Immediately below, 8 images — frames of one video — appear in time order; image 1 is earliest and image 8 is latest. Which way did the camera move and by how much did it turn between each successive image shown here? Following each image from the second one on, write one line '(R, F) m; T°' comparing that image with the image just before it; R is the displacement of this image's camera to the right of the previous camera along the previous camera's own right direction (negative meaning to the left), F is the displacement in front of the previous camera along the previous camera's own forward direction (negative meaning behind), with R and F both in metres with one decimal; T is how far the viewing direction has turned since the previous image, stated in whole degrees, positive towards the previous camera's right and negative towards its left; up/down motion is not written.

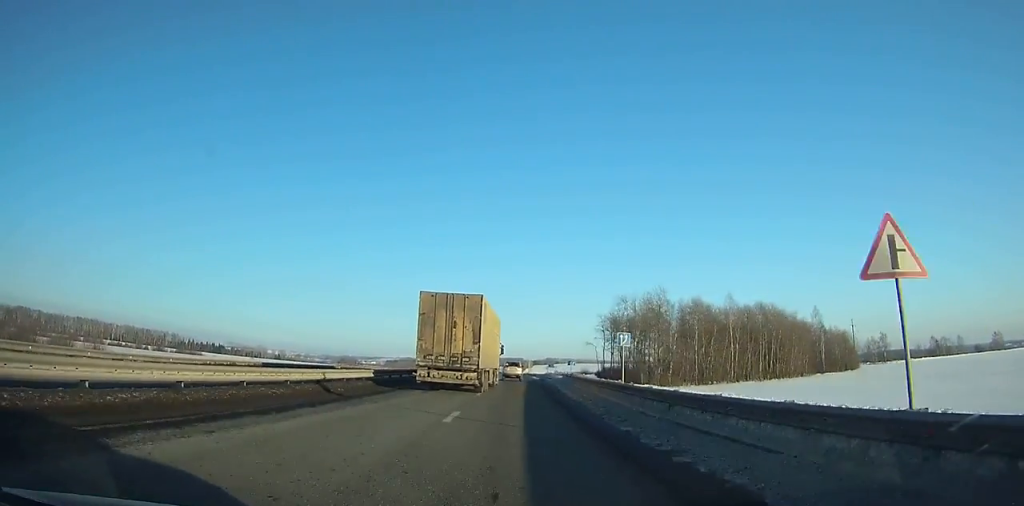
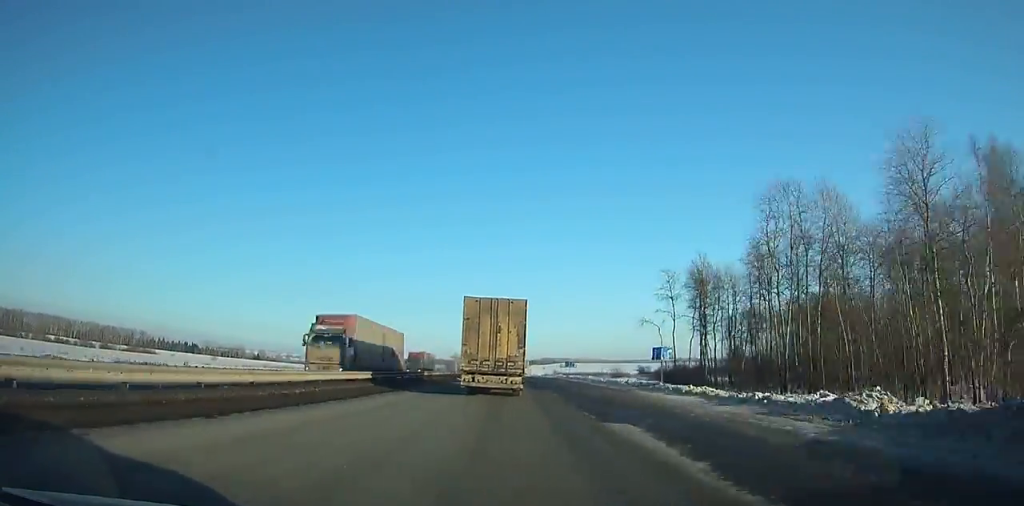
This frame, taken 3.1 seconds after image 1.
(+0.2, +74.5) m; 0°
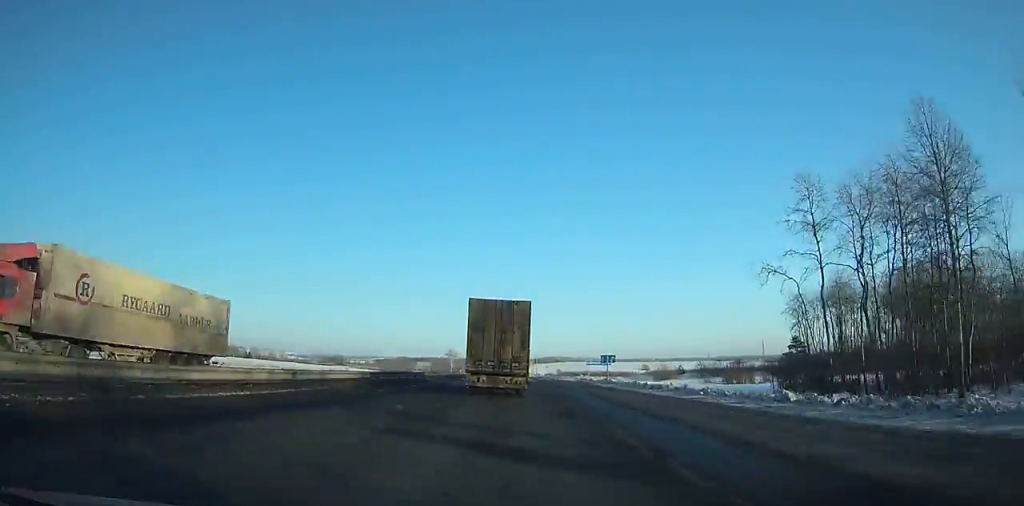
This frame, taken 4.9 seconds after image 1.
(+0.1, +42.8) m; 0°
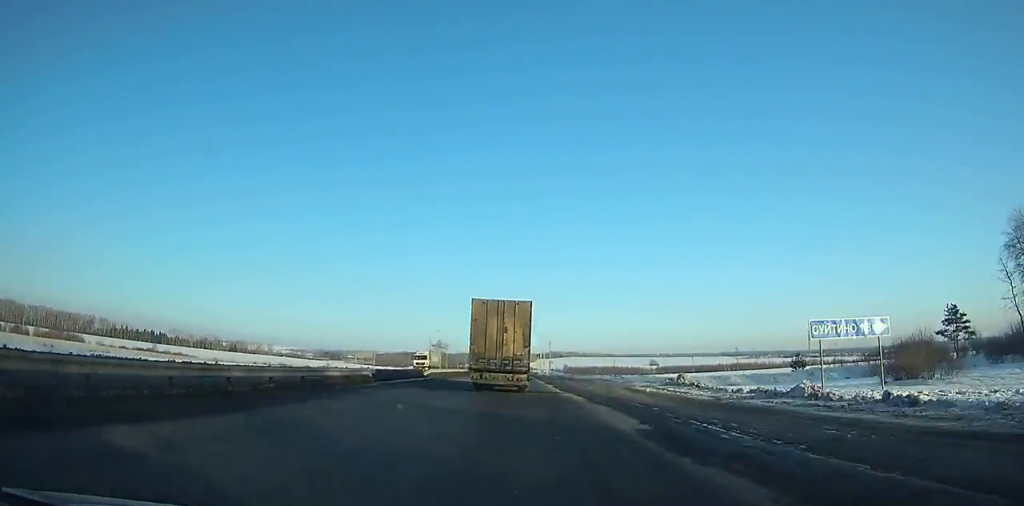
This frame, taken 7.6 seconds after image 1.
(0.0, +63.7) m; 0°
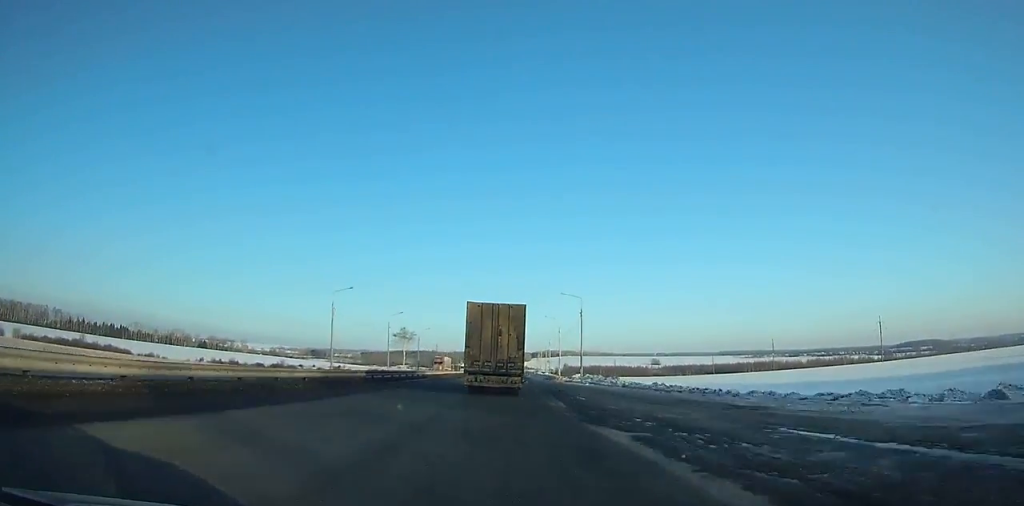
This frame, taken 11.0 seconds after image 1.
(-0.3, +80.0) m; 0°
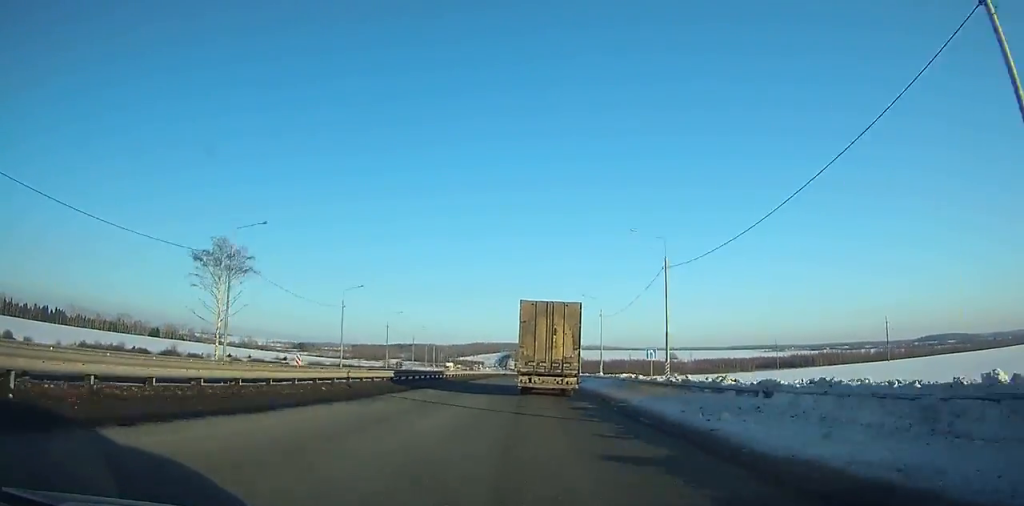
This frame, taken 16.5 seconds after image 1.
(-0.1, +130.3) m; +1°
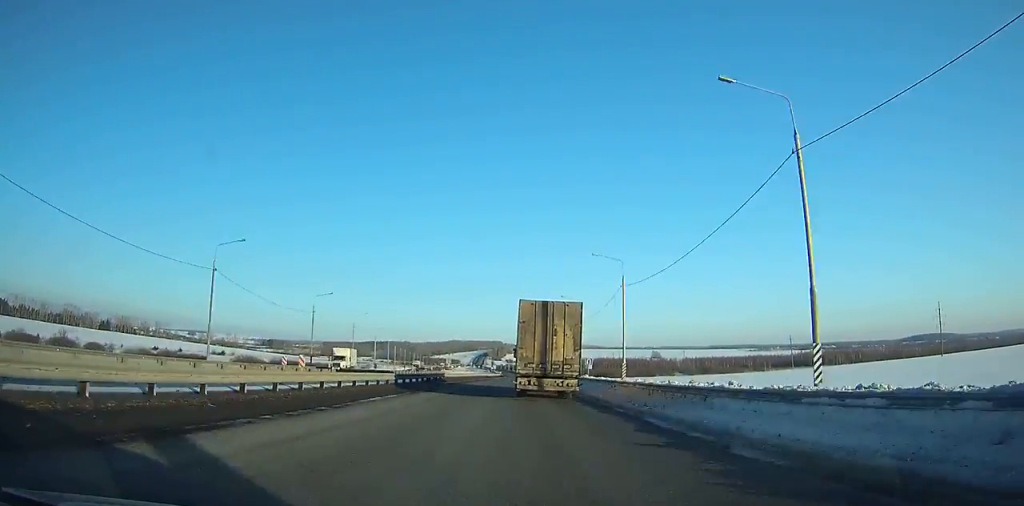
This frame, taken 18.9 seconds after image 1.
(+0.7, +57.3) m; +1°
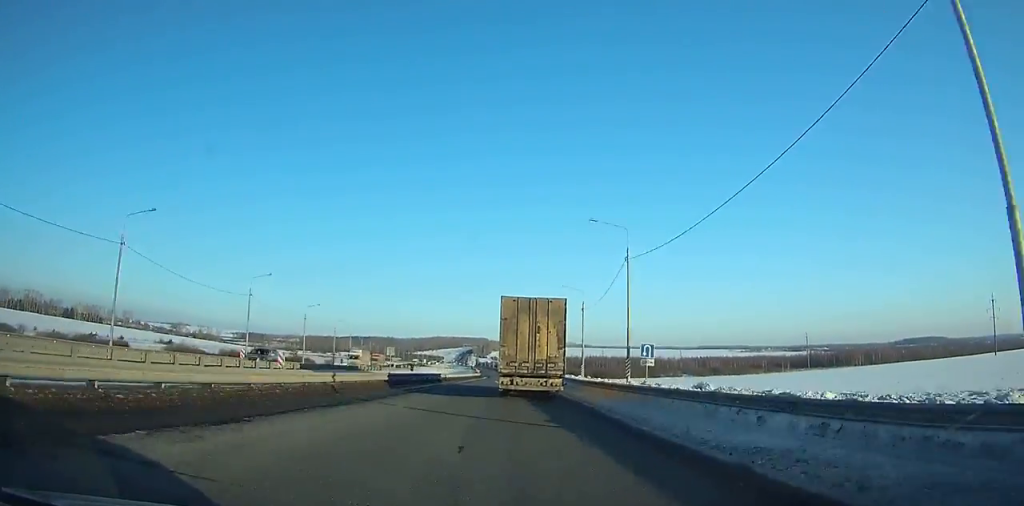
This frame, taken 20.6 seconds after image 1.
(+0.4, +40.7) m; +1°
